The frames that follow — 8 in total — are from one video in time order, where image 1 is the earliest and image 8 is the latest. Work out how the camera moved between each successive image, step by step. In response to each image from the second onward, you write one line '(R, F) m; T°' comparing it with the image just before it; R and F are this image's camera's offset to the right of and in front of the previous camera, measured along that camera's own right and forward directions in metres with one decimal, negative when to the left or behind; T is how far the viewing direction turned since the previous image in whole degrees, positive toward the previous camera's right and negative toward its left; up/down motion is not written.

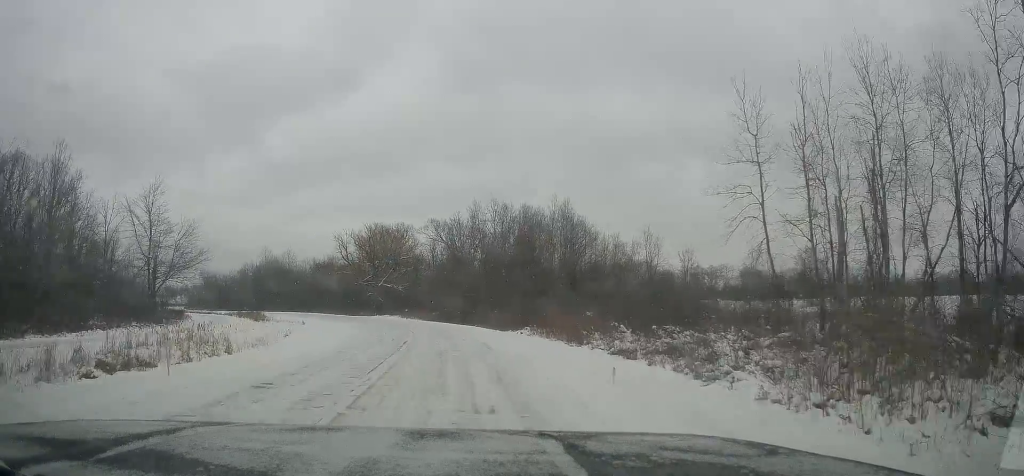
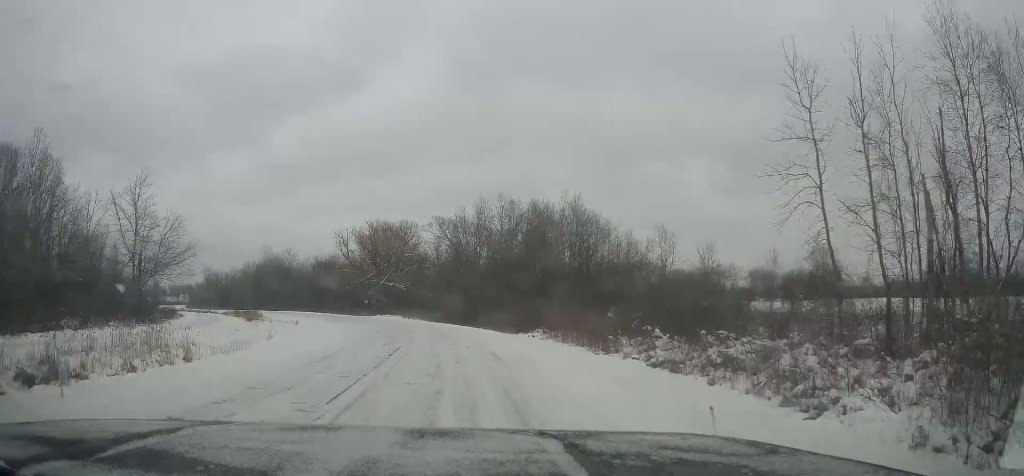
(+0.2, +4.4) m; 0°
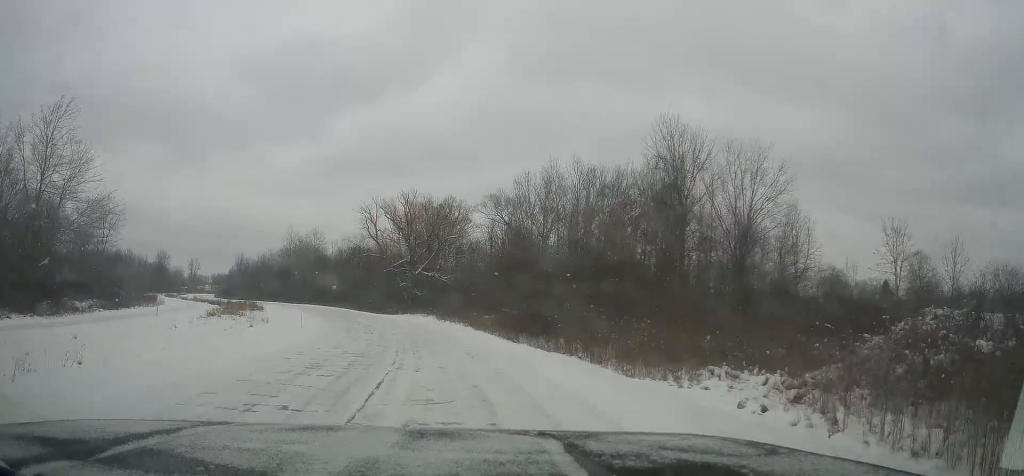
(-1.4, +23.5) m; -4°
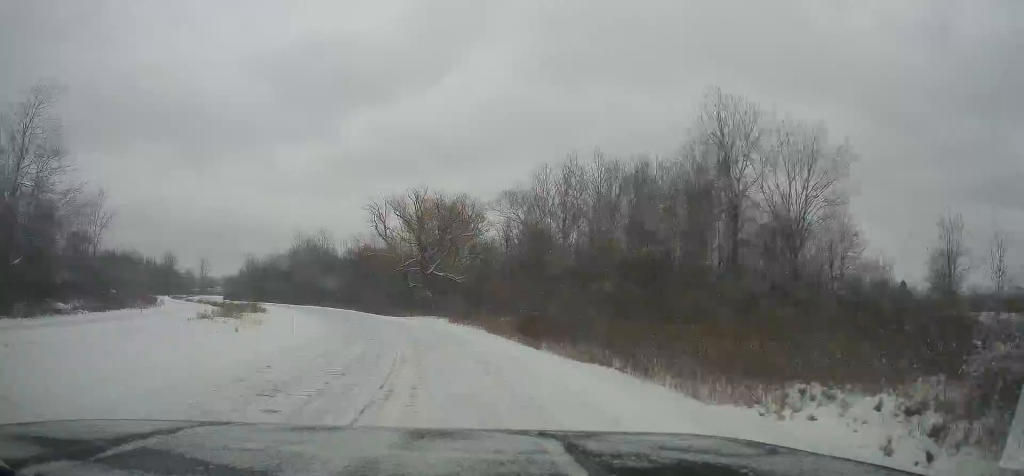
(+0.1, +4.5) m; -1°
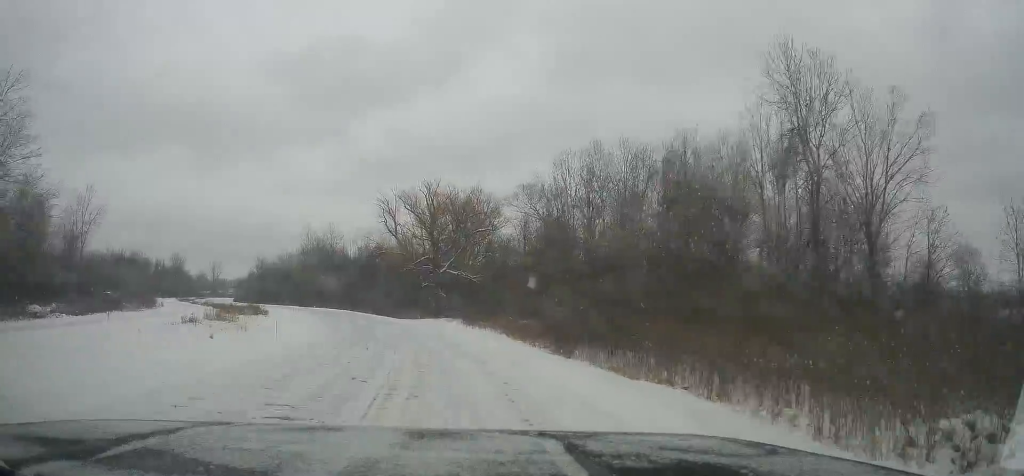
(-0.1, +5.2) m; -1°
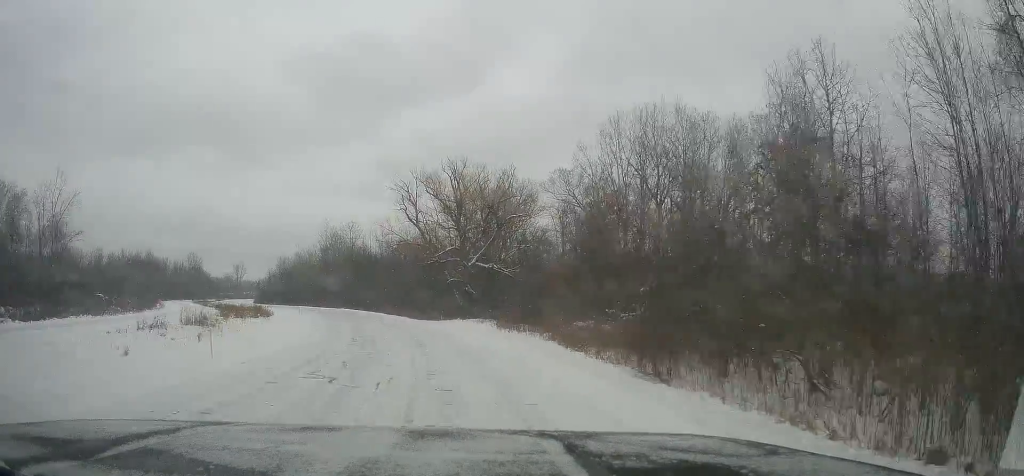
(-0.4, +9.8) m; -3°
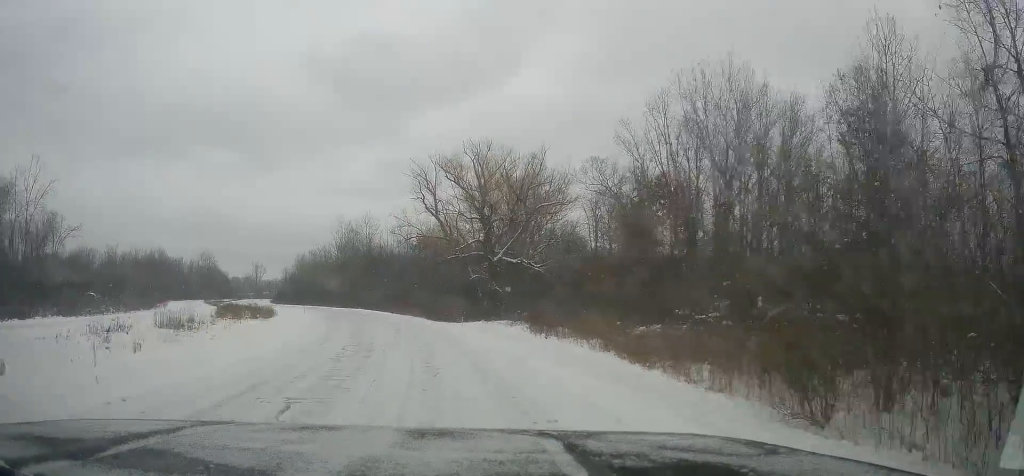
(0.0, +6.8) m; -3°
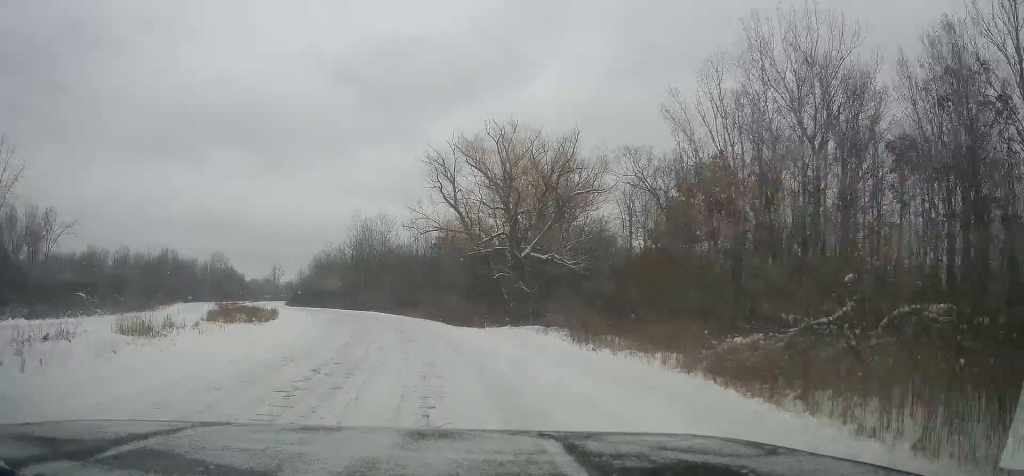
(-0.3, +6.3) m; -2°
